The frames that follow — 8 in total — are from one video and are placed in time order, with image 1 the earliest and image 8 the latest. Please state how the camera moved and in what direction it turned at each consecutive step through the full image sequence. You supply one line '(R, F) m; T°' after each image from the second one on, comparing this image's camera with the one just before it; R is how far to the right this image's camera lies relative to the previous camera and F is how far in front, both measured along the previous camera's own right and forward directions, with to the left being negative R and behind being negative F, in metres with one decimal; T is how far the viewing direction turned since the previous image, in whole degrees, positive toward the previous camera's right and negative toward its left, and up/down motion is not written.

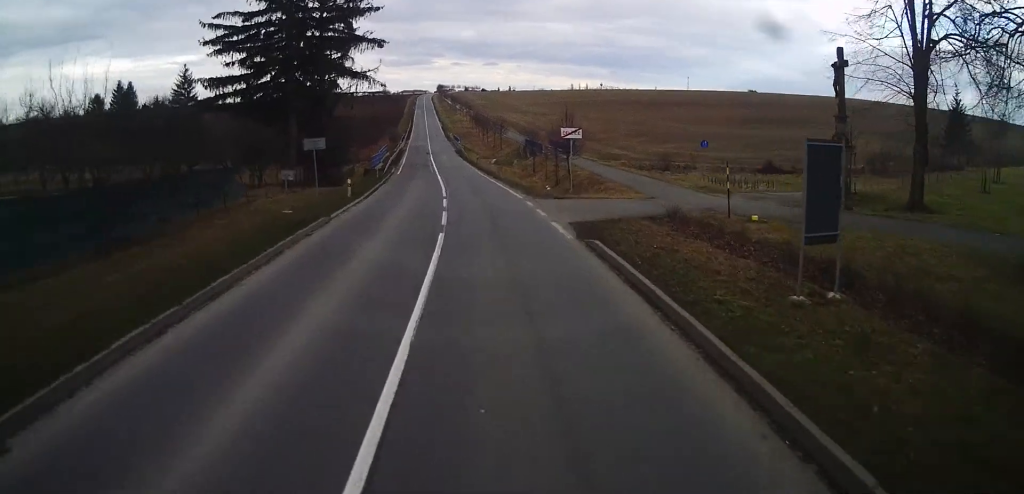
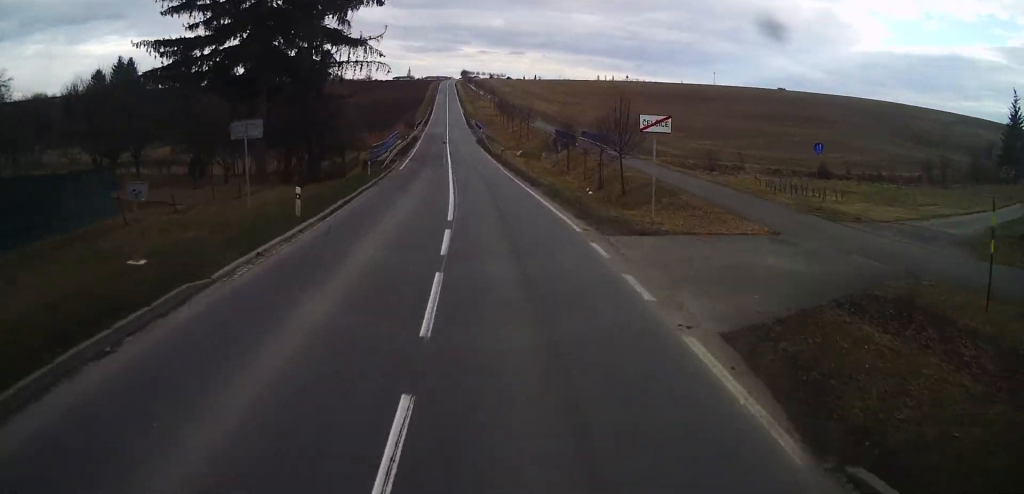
(0.0, +9.6) m; 0°
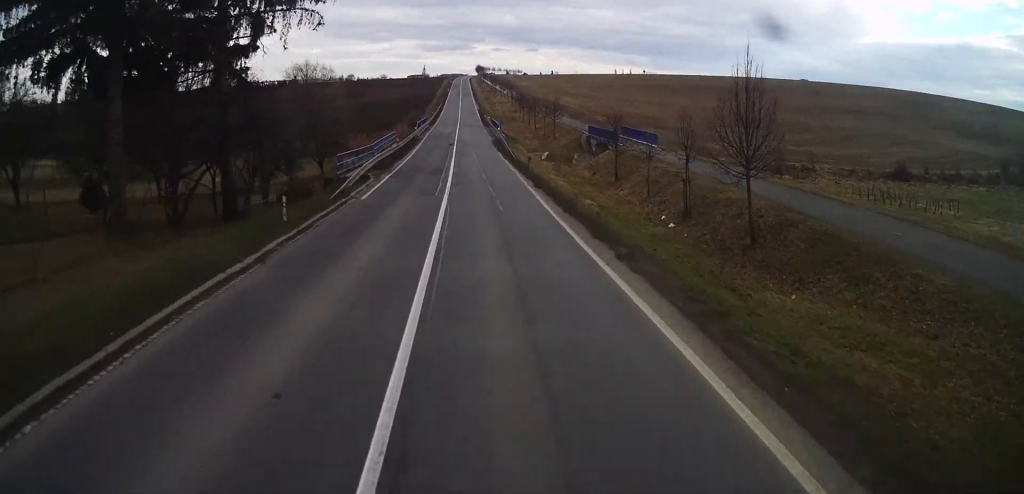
(0.0, +14.2) m; 0°
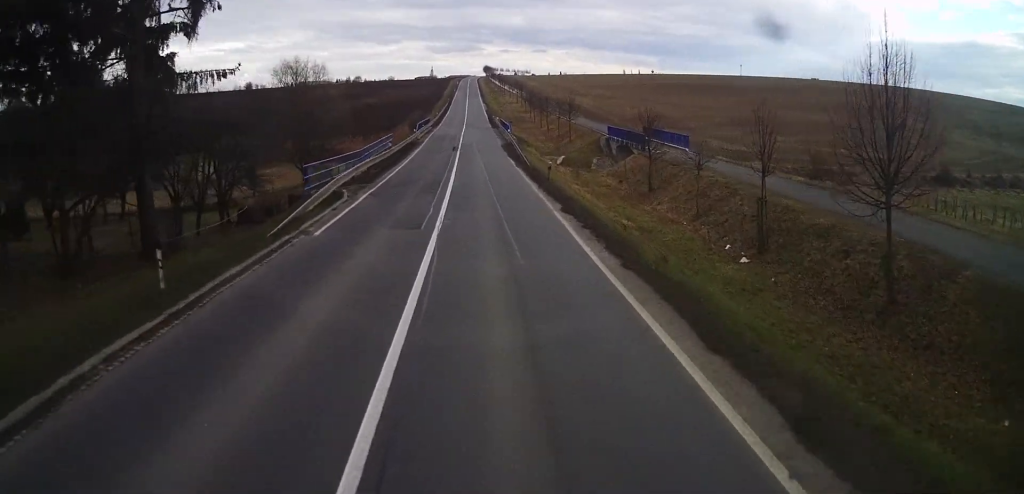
(0.0, +6.5) m; -1°
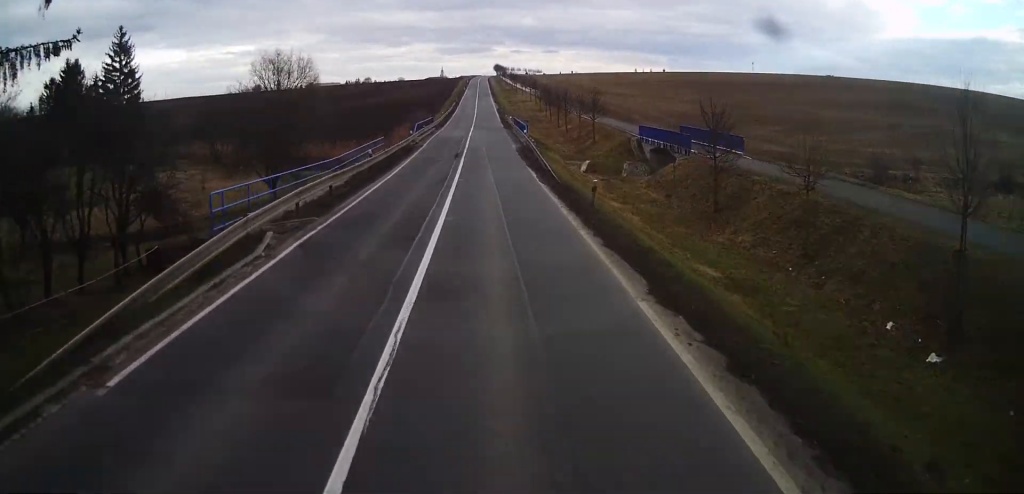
(+0.1, +8.5) m; -2°
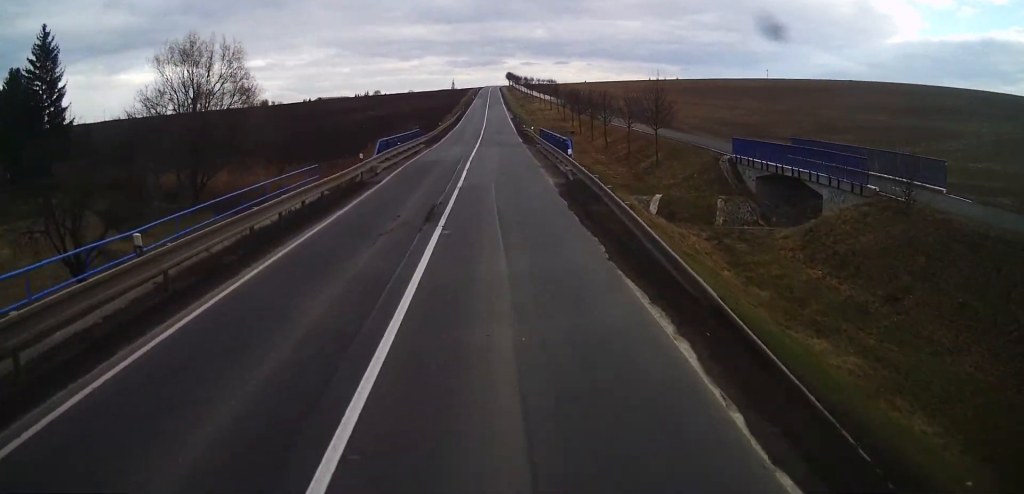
(-0.9, +18.1) m; -3°
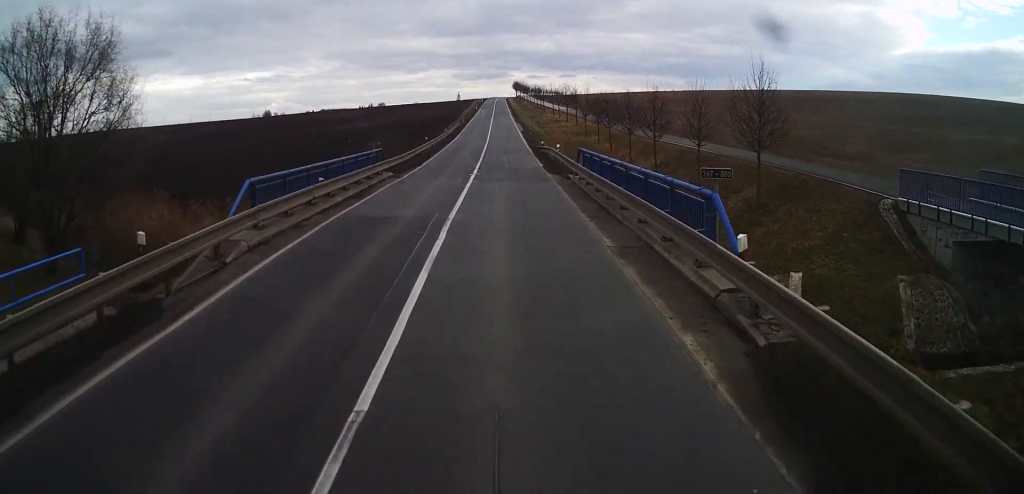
(0.0, +15.0) m; -1°
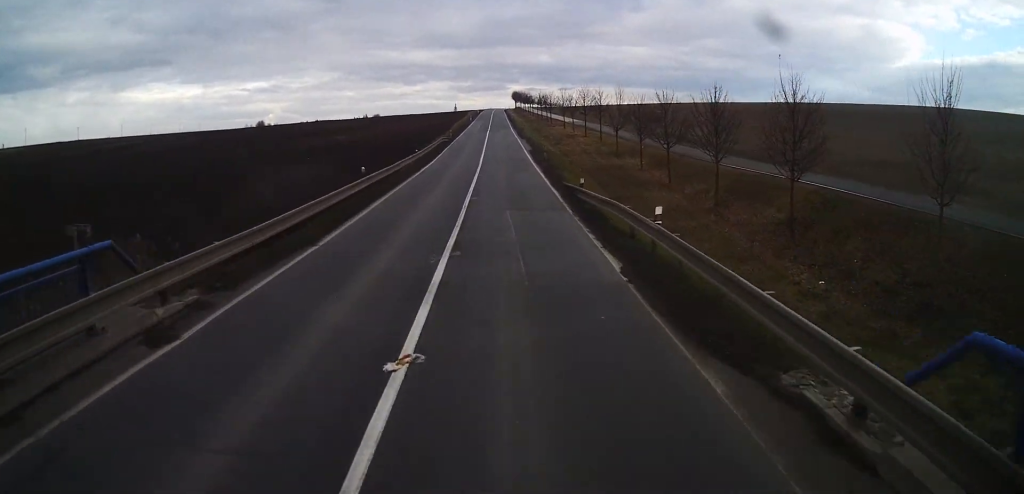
(-0.1, +19.7) m; 0°
